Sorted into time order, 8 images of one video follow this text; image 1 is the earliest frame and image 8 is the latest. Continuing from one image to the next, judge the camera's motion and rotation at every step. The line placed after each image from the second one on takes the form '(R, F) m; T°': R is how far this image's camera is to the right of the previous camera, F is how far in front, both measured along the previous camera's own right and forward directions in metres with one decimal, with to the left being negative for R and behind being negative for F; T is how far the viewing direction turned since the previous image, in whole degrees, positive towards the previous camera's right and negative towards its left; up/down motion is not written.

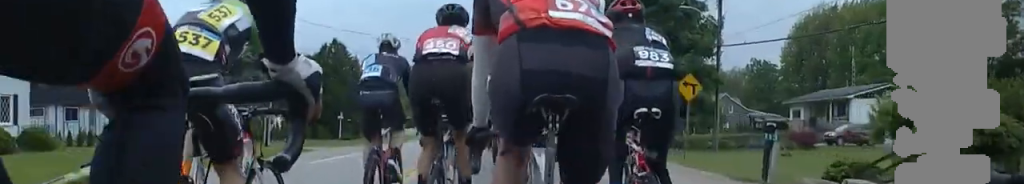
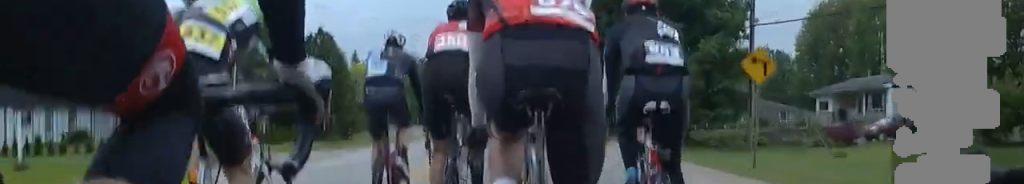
(+0.3, +4.8) m; 0°
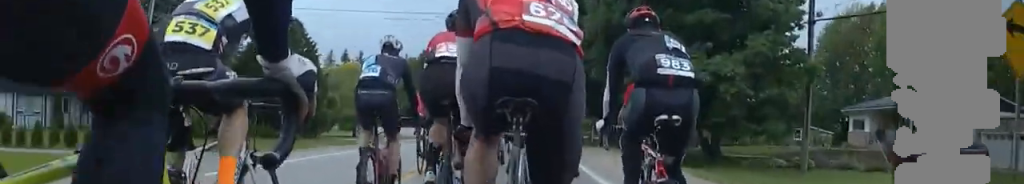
(+0.1, +6.8) m; -2°
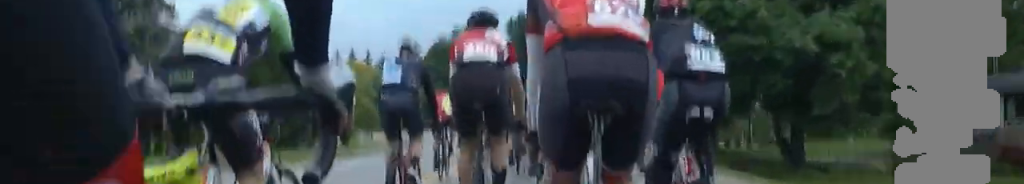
(-0.4, +7.0) m; -2°
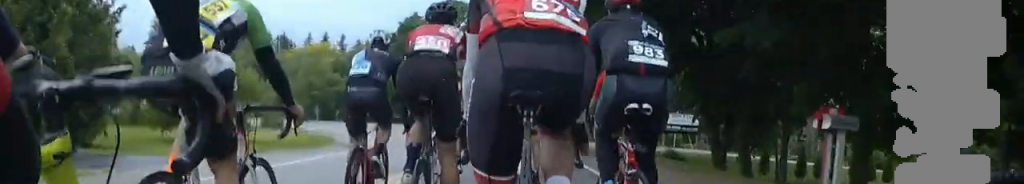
(+1.1, +17.9) m; +4°
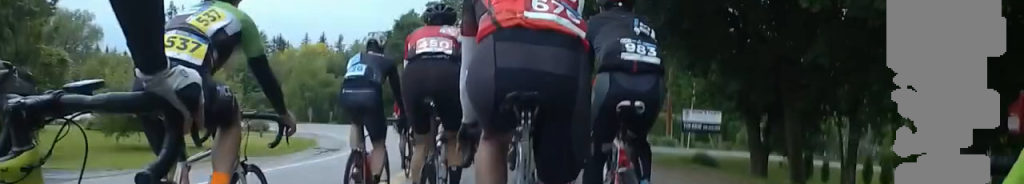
(-0.3, +3.4) m; 0°
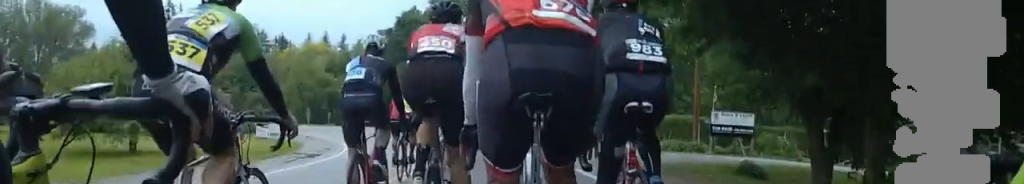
(+0.1, +3.3) m; 0°
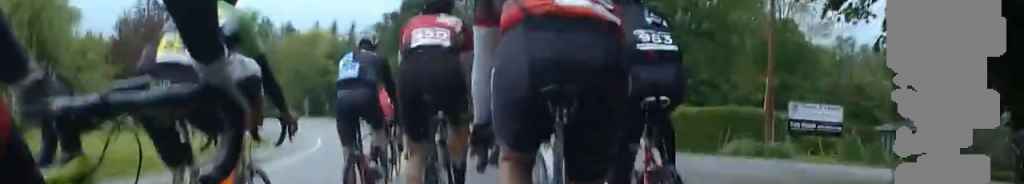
(+0.4, +6.1) m; -1°
